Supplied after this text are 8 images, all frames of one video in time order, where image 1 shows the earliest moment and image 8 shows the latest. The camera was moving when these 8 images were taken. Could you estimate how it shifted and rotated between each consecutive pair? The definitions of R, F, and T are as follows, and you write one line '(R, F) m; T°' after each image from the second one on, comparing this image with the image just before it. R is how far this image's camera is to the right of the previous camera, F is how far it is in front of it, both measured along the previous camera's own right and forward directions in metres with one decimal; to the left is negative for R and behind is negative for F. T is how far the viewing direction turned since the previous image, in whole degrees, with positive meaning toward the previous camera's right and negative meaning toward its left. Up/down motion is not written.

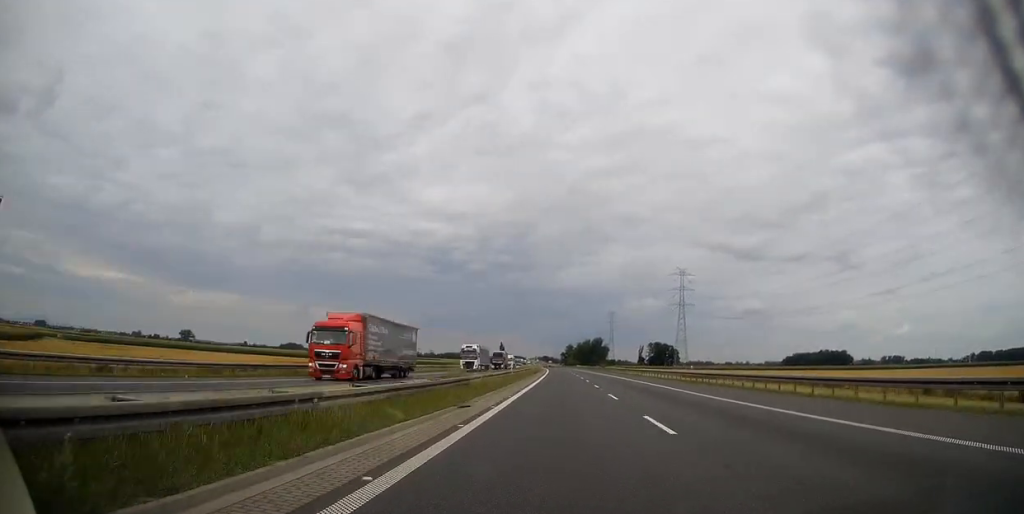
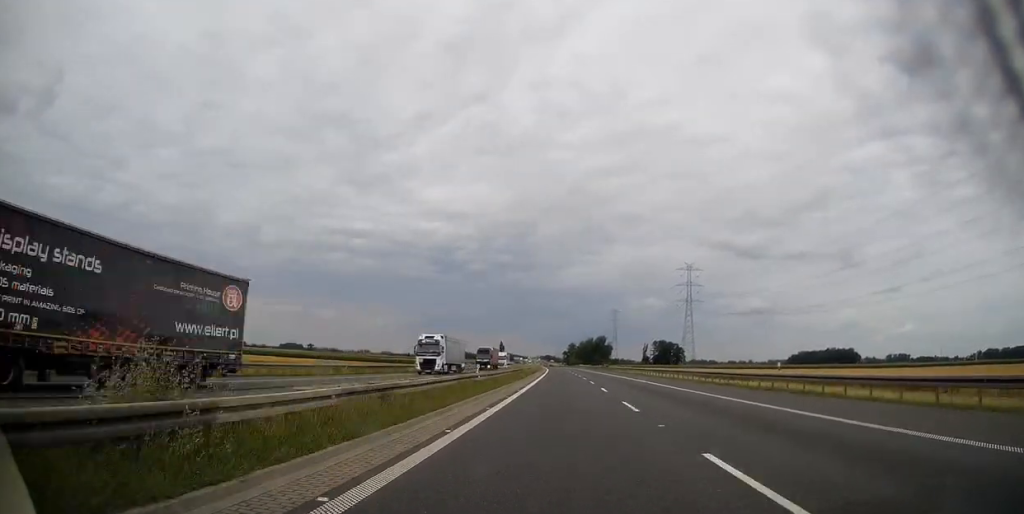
(+0.1, +19.3) m; 0°
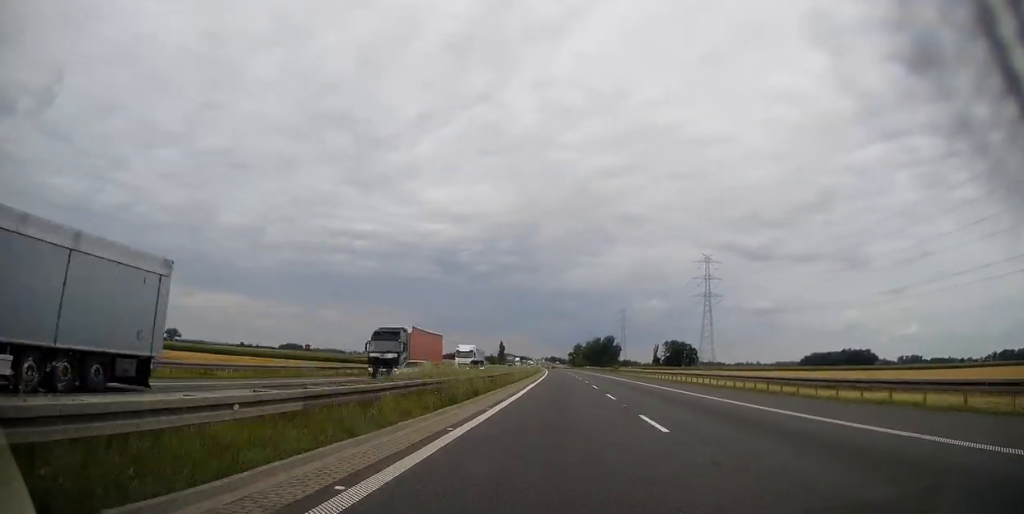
(-0.3, +40.1) m; -1°
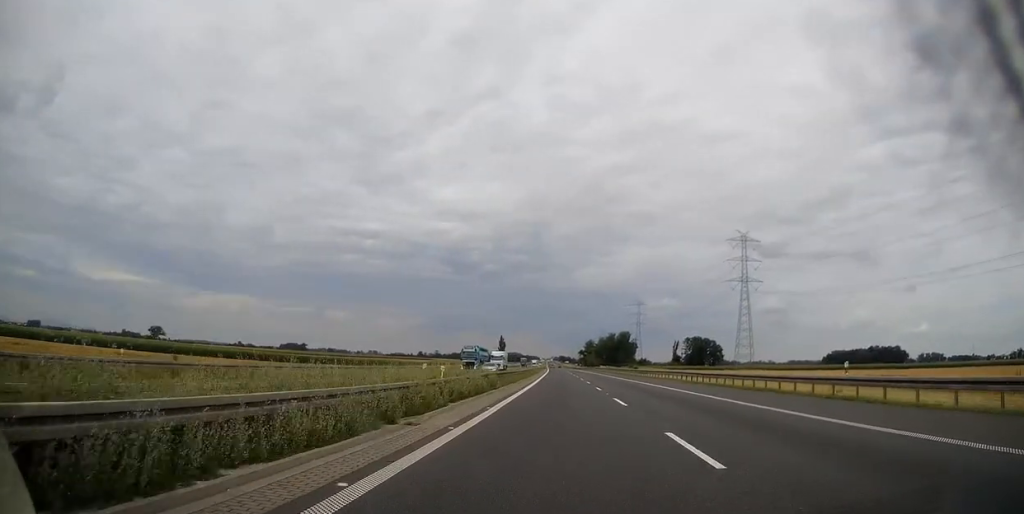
(-0.7, +65.4) m; -1°
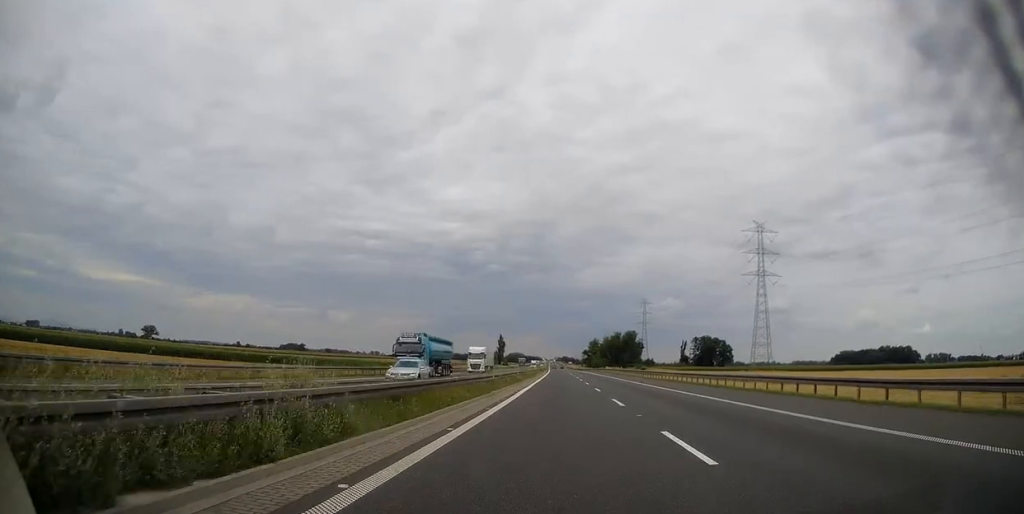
(-0.1, +23.8) m; 0°
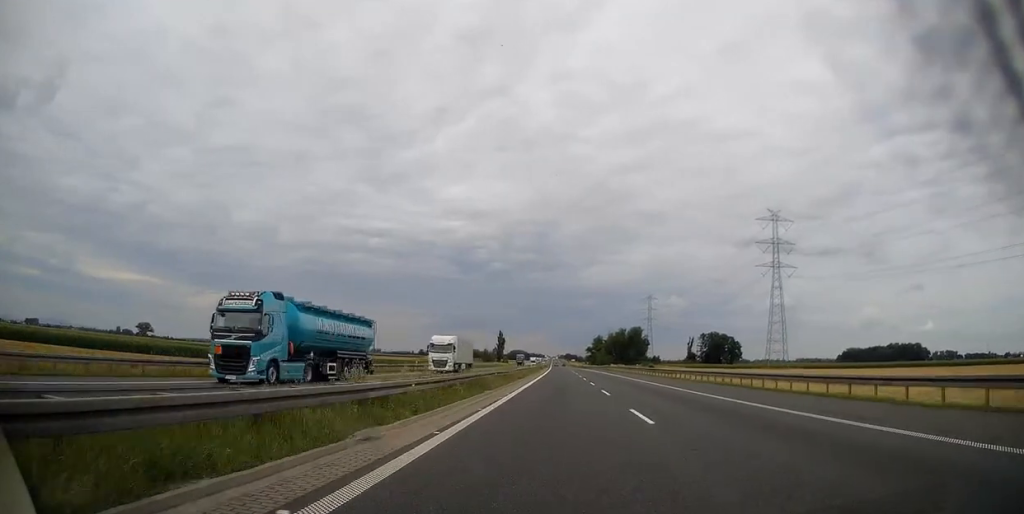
(0.0, +19.1) m; 0°
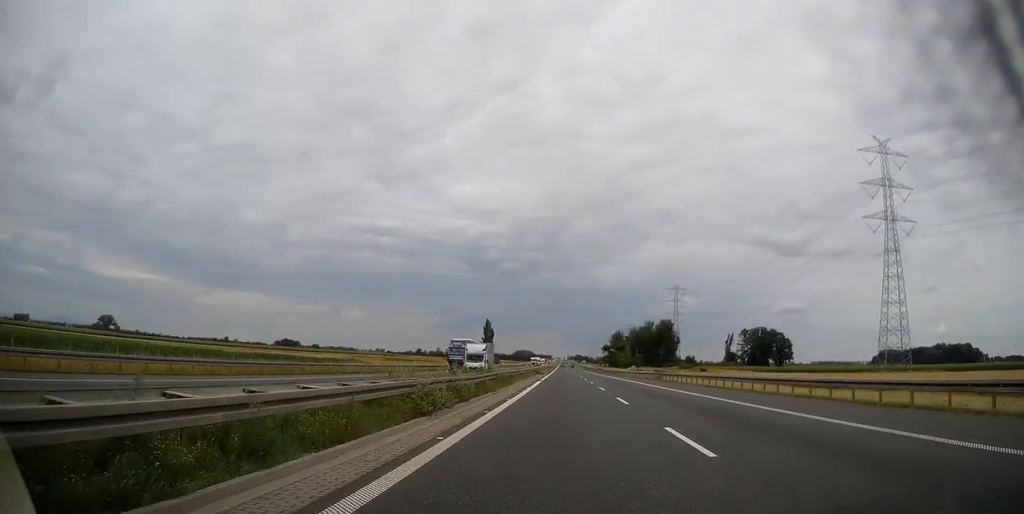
(-0.9, +102.2) m; -1°
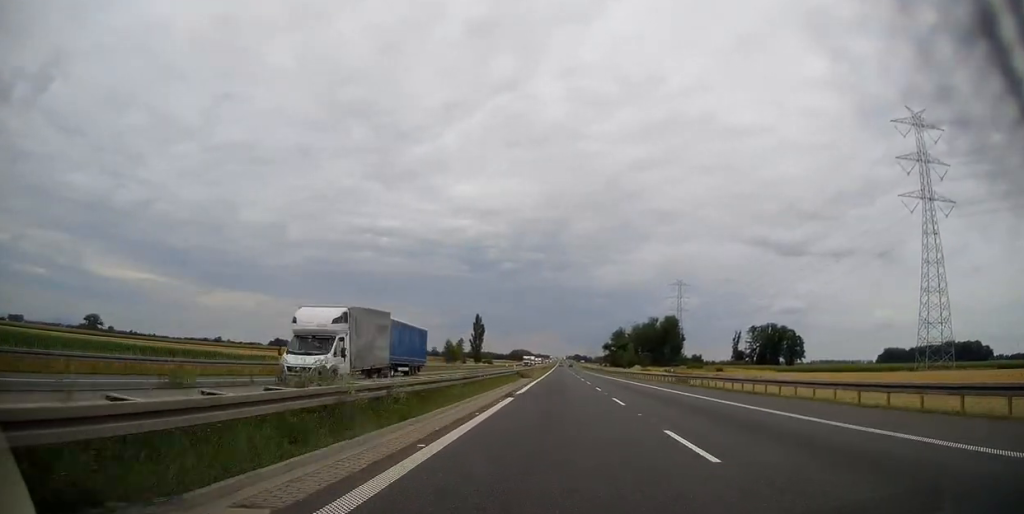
(0.0, +24.9) m; 0°
